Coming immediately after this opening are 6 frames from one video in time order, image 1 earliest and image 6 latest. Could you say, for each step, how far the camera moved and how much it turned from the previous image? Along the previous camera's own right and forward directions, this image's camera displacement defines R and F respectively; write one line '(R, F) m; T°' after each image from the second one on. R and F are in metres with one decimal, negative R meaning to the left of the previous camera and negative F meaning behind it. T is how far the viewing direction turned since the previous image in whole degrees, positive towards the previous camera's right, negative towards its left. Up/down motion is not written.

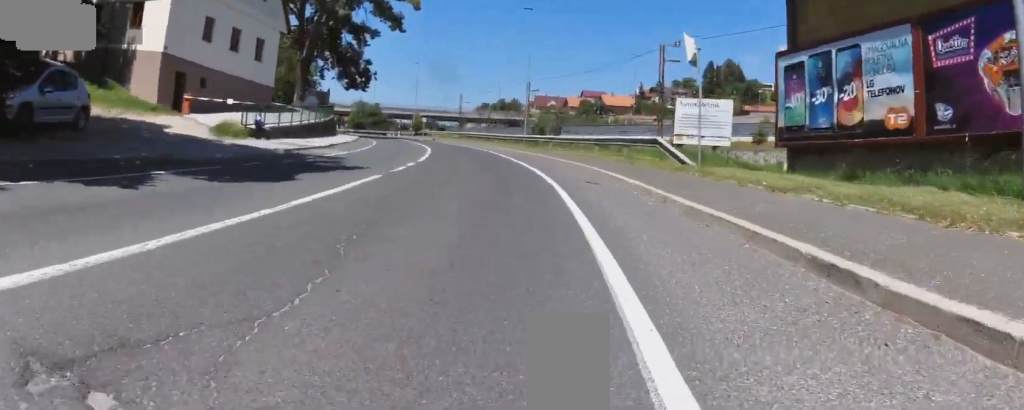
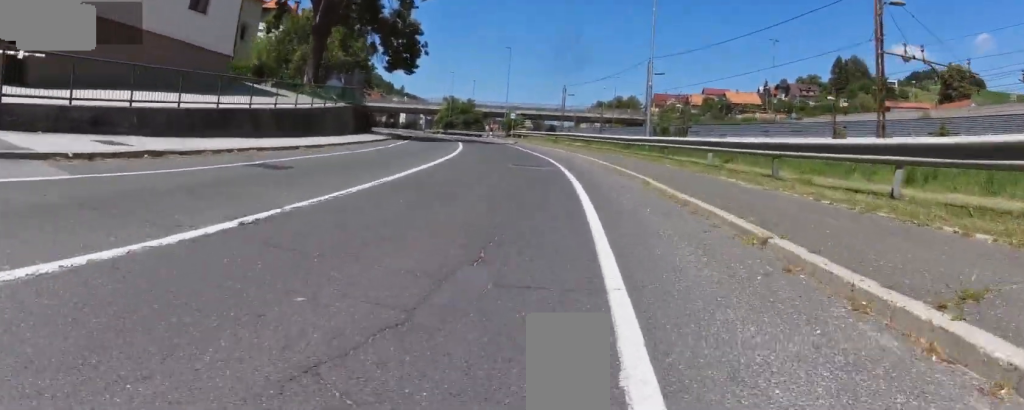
(-1.8, +17.4) m; -12°
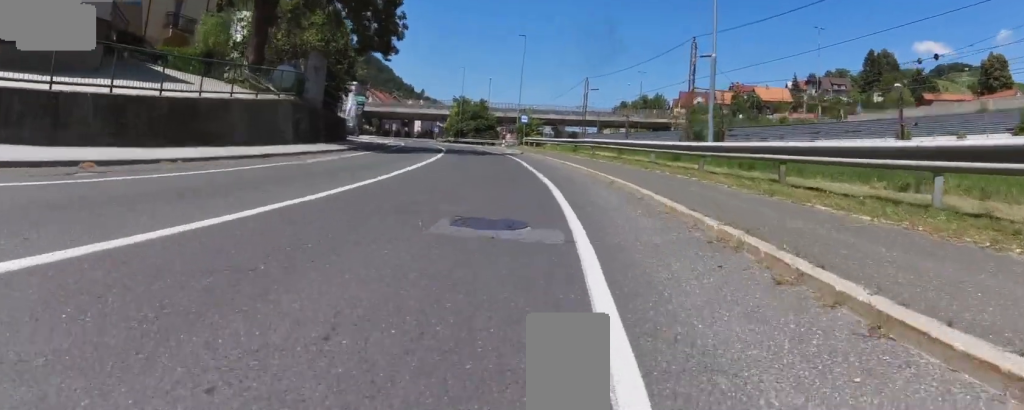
(-0.5, +9.8) m; -3°
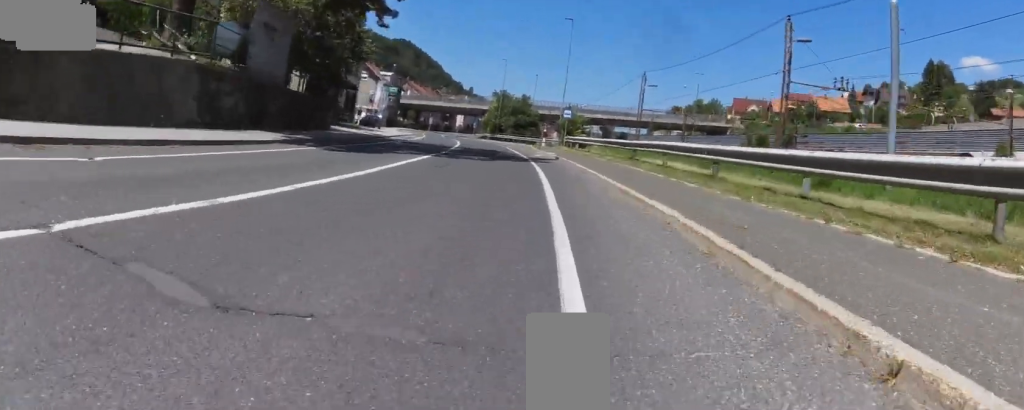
(0.0, +9.7) m; -3°
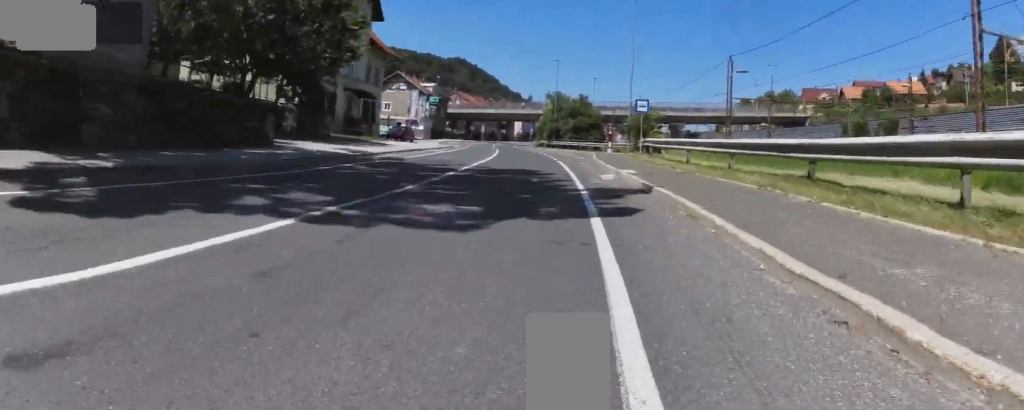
(-0.8, +11.7) m; -3°
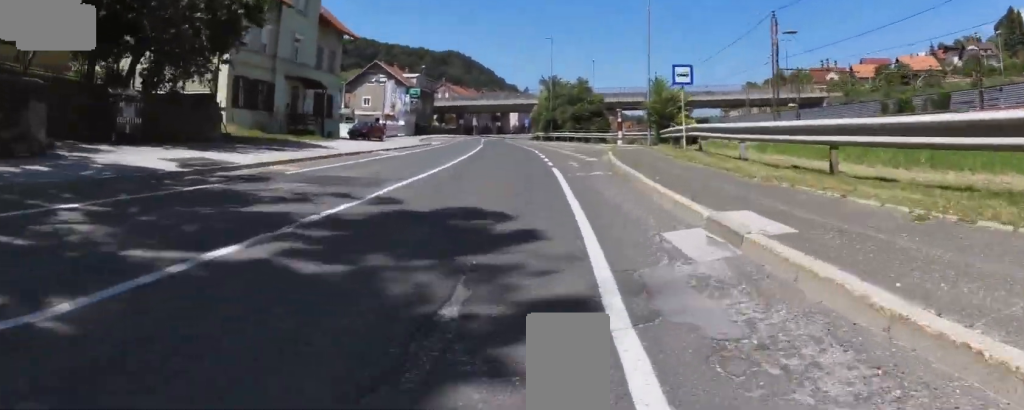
(+0.5, +10.2) m; 0°
